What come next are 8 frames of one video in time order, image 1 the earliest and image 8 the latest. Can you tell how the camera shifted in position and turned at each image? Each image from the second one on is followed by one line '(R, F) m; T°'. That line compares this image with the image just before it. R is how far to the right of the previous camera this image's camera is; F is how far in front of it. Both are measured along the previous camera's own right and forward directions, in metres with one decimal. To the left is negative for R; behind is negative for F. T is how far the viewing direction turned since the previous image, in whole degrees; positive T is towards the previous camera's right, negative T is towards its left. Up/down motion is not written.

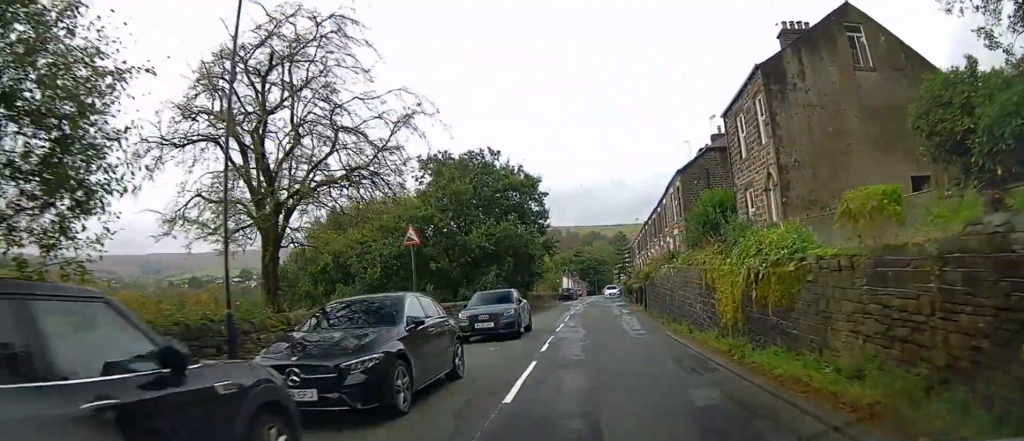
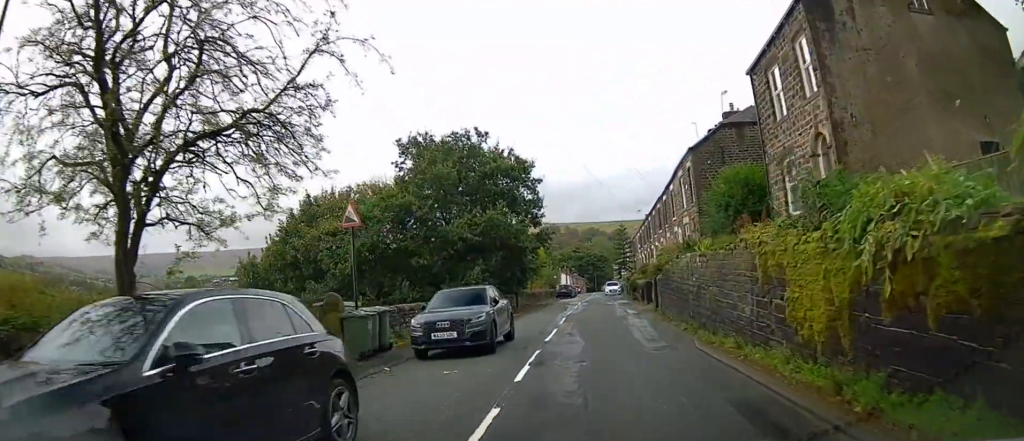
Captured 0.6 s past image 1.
(+0.1, +4.4) m; 0°
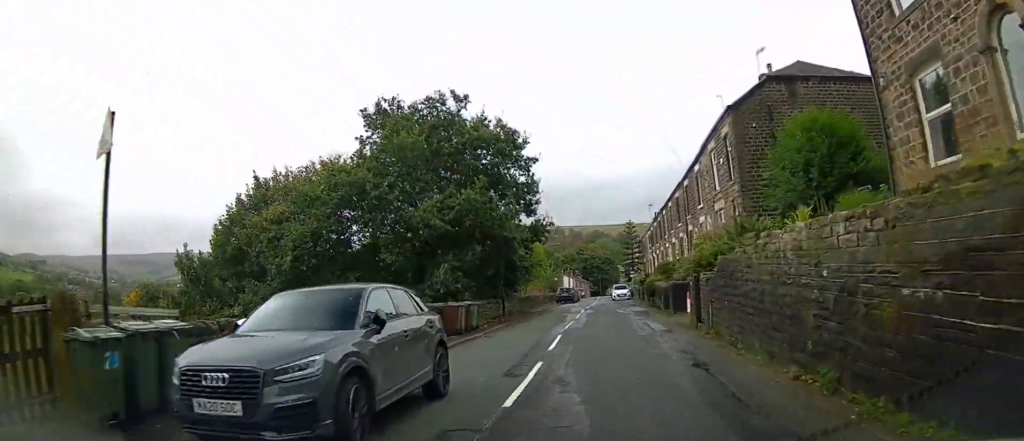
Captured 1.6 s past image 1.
(+0.1, +7.4) m; 0°
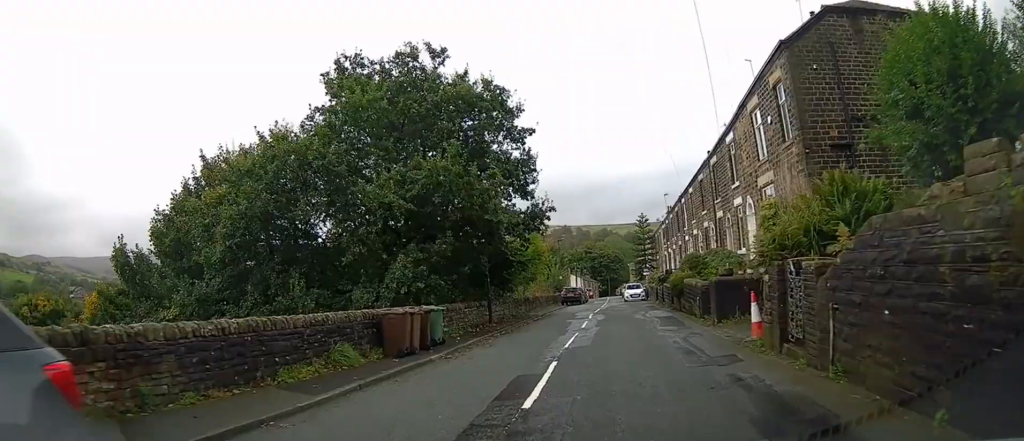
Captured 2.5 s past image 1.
(-0.2, +5.9) m; 0°
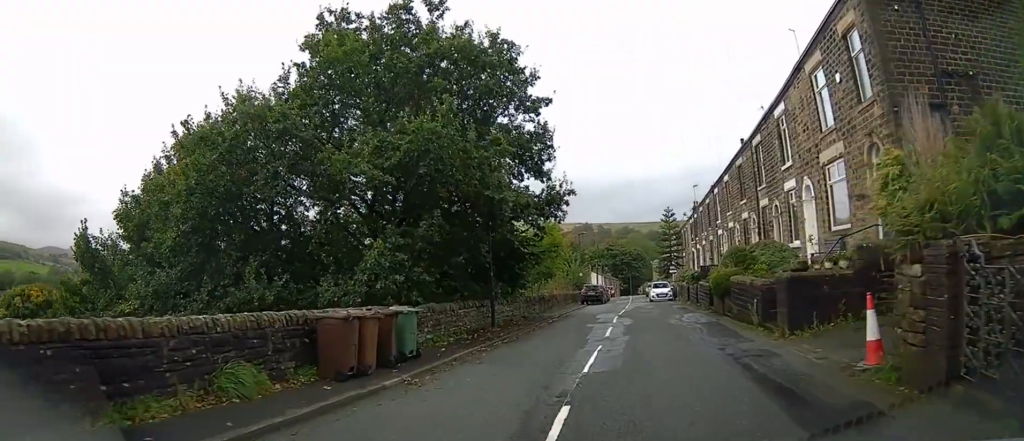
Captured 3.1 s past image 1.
(+0.2, +4.0) m; +2°
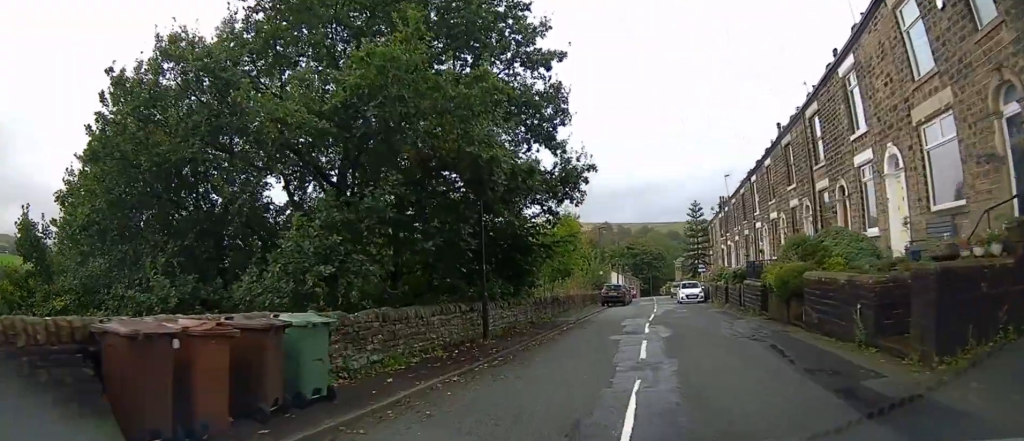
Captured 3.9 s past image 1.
(0.0, +4.5) m; -3°
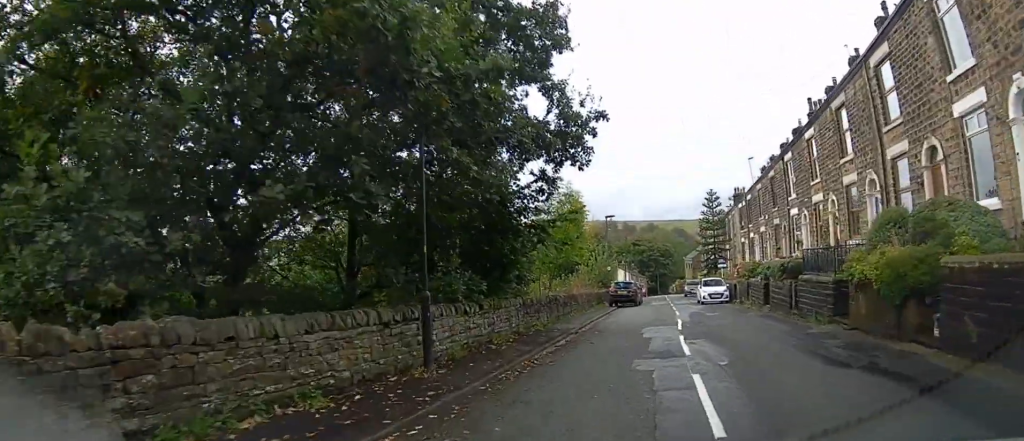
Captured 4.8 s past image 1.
(-0.3, +5.3) m; -3°
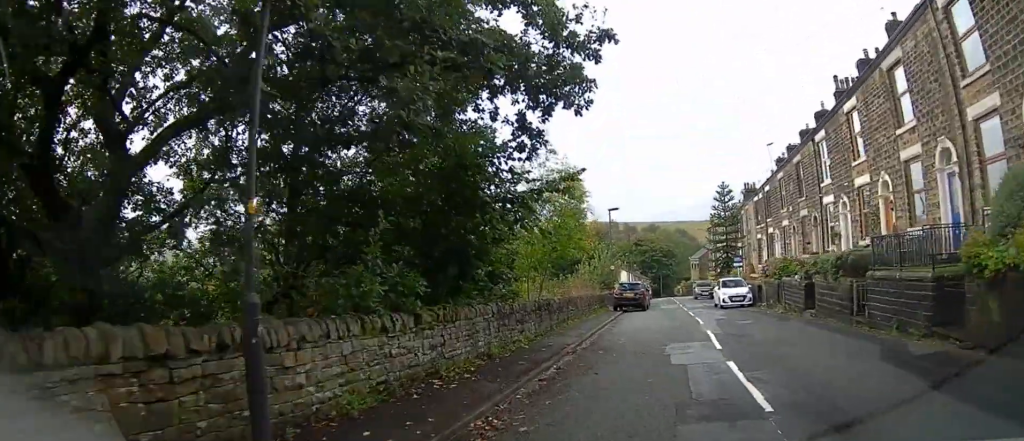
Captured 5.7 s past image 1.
(0.0, +4.2) m; +1°
